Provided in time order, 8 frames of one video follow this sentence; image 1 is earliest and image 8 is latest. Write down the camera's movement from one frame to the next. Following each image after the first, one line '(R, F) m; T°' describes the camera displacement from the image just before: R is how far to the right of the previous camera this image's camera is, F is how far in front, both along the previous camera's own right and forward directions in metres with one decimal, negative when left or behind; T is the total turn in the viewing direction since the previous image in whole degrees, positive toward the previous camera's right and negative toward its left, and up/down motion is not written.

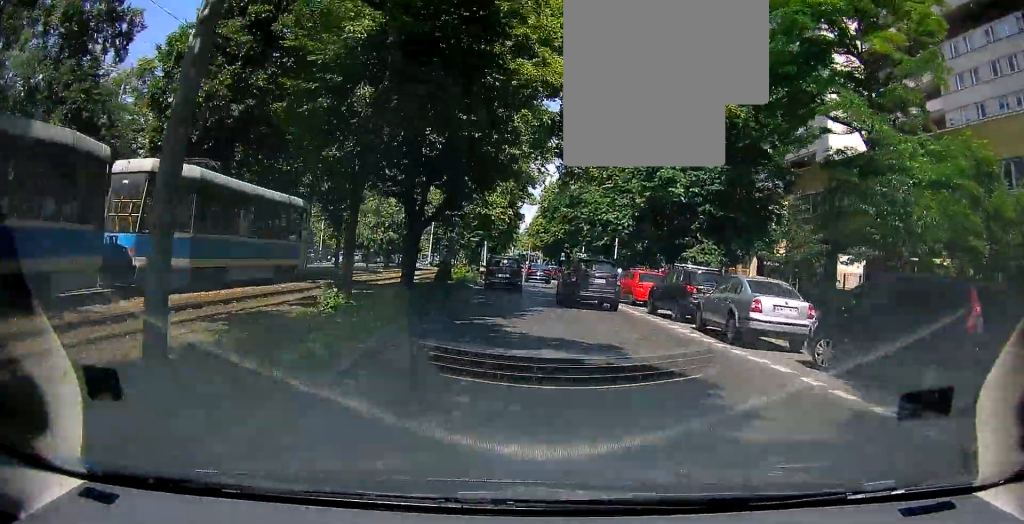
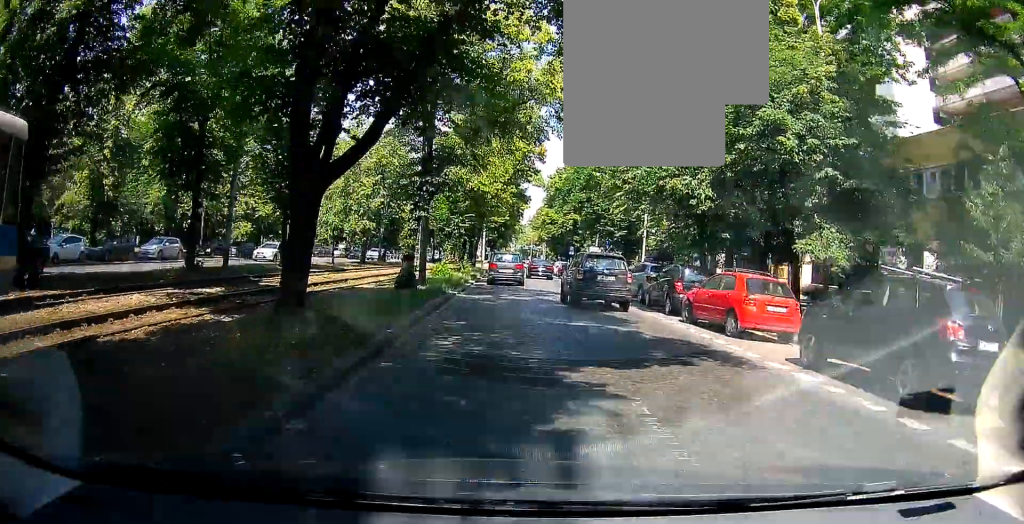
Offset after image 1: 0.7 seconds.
(0.0, +9.7) m; 0°
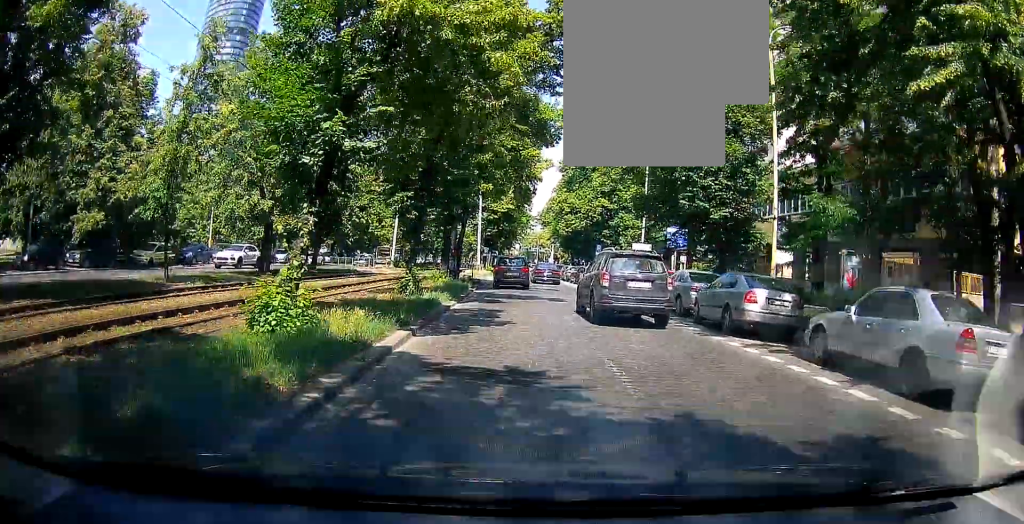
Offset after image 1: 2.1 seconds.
(+0.2, +19.8) m; +1°
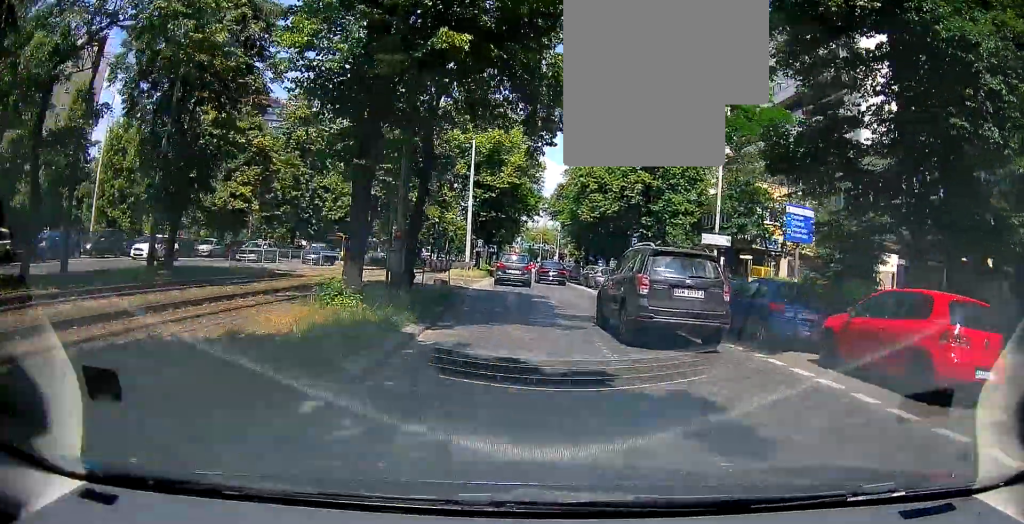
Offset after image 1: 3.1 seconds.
(-0.1, +16.1) m; +1°
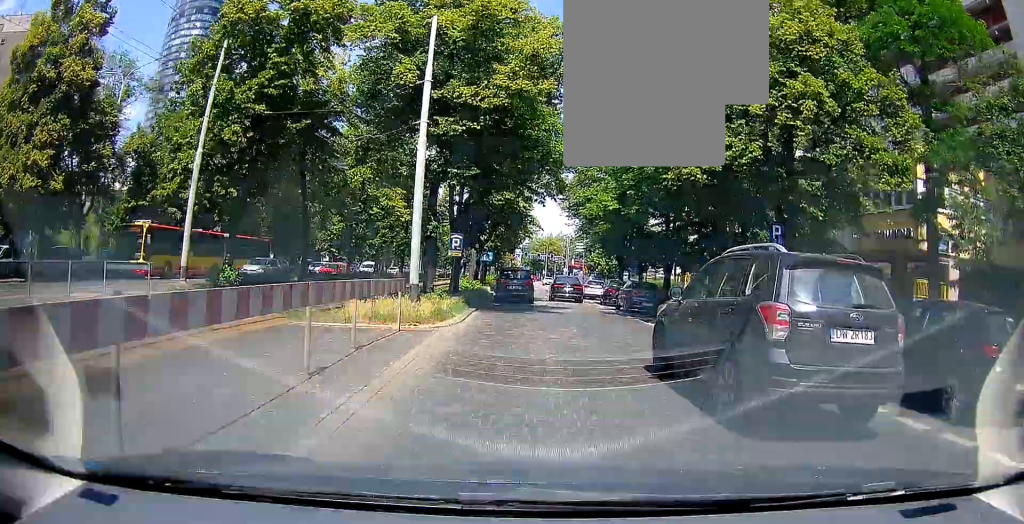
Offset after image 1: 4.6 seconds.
(-0.2, +24.2) m; -2°
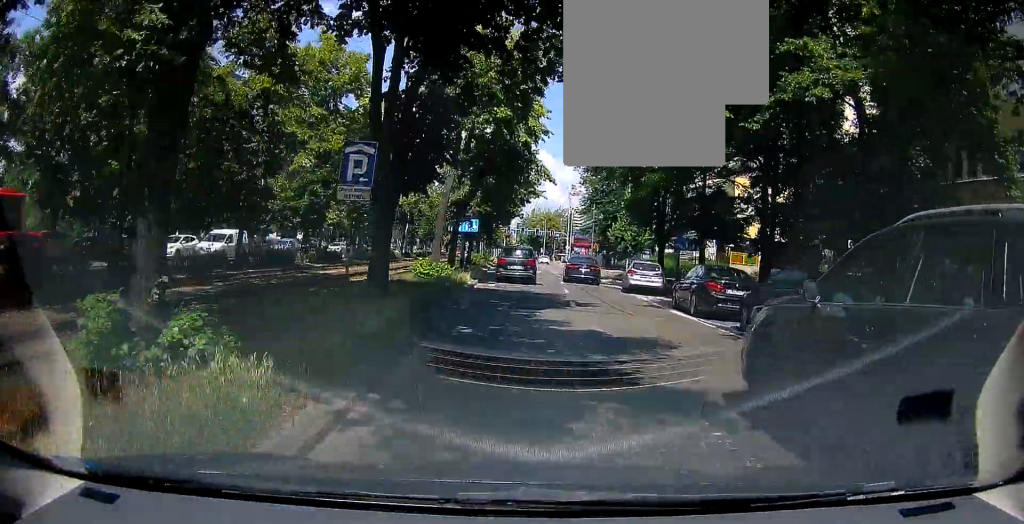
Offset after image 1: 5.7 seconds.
(-0.1, +17.1) m; +1°
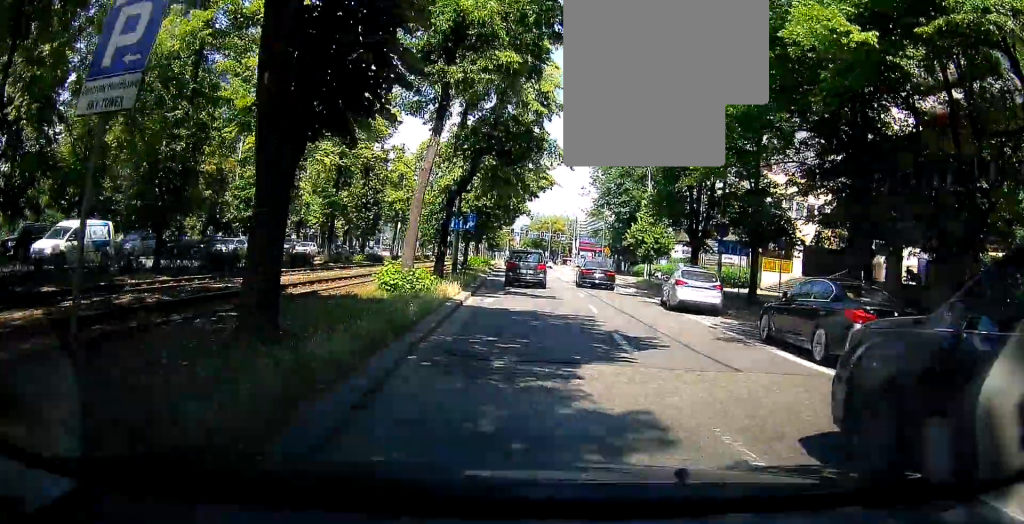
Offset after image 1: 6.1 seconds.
(+0.1, +6.9) m; +1°
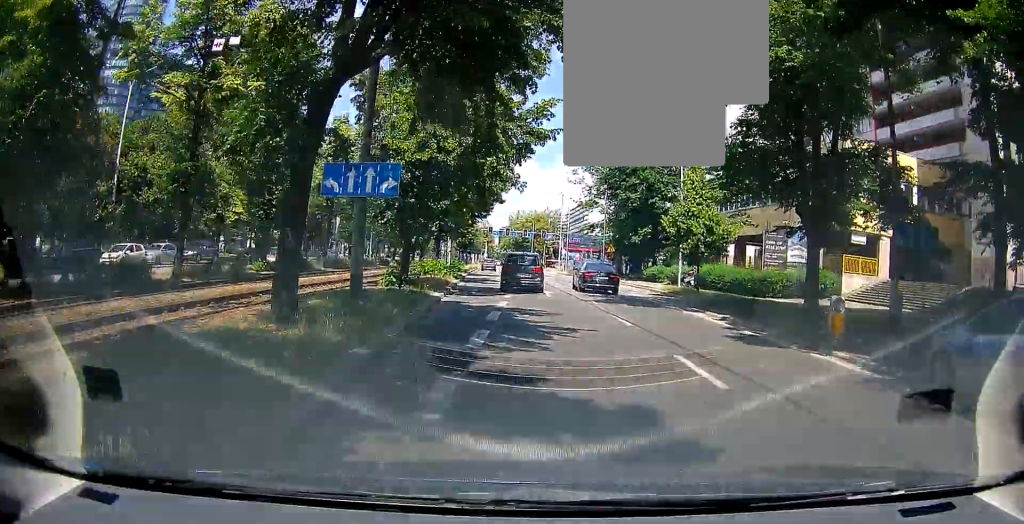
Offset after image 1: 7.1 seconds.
(+0.1, +16.0) m; +2°
